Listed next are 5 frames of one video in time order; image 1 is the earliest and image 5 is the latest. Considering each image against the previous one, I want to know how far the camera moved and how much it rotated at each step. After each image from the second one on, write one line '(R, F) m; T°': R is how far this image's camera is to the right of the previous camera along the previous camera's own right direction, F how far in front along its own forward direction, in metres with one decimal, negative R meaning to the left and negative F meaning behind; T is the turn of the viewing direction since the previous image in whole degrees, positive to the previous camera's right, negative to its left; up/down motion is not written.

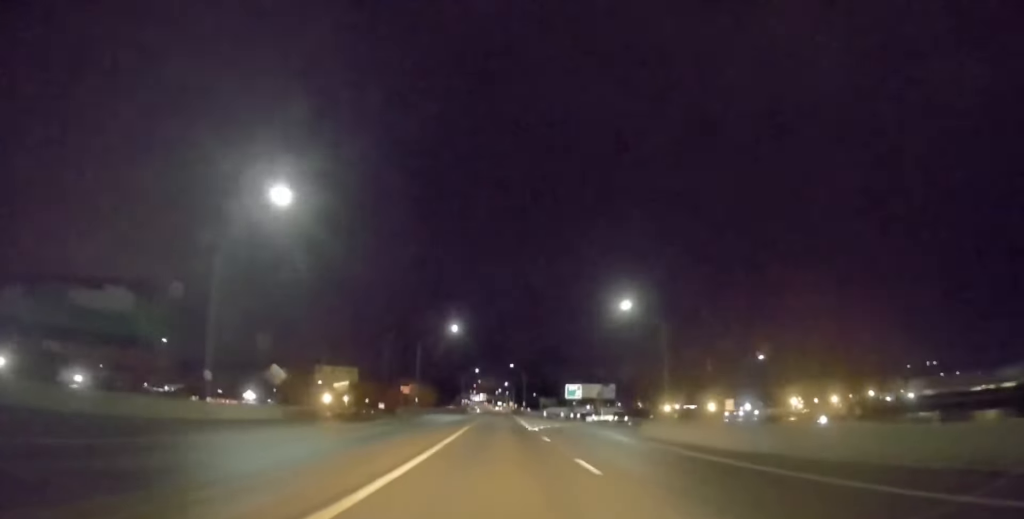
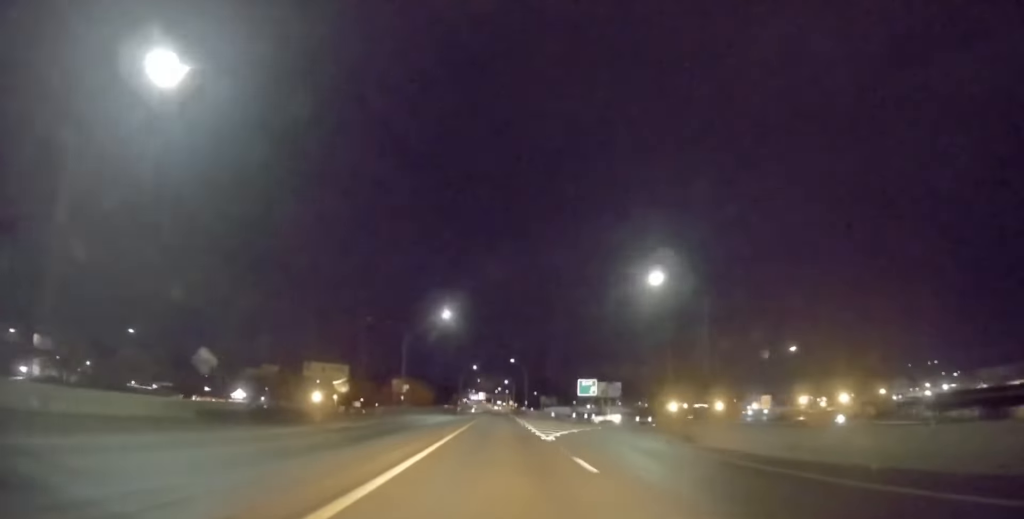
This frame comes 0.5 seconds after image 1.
(-0.1, +11.8) m; -1°
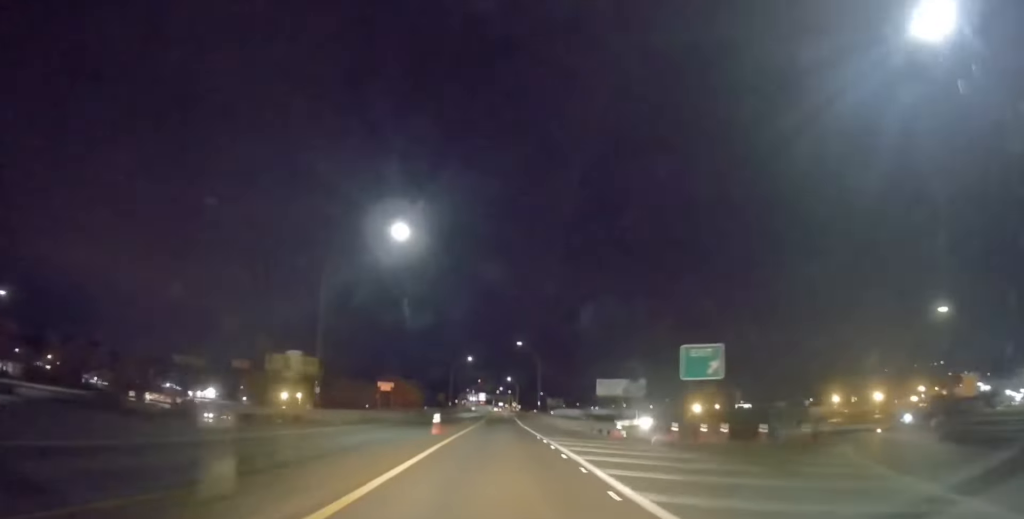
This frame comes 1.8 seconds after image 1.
(+0.1, +34.2) m; +1°
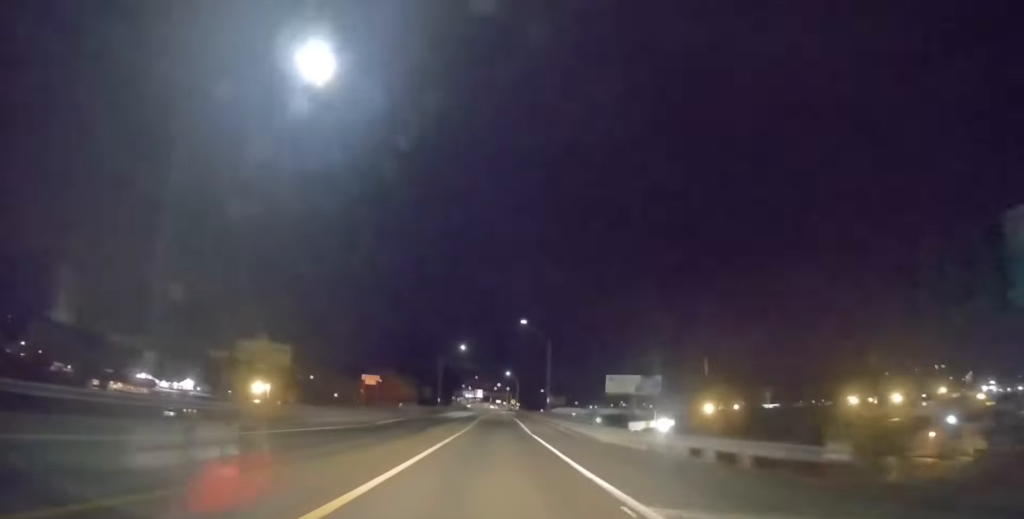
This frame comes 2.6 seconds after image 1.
(+0.3, +19.5) m; 0°
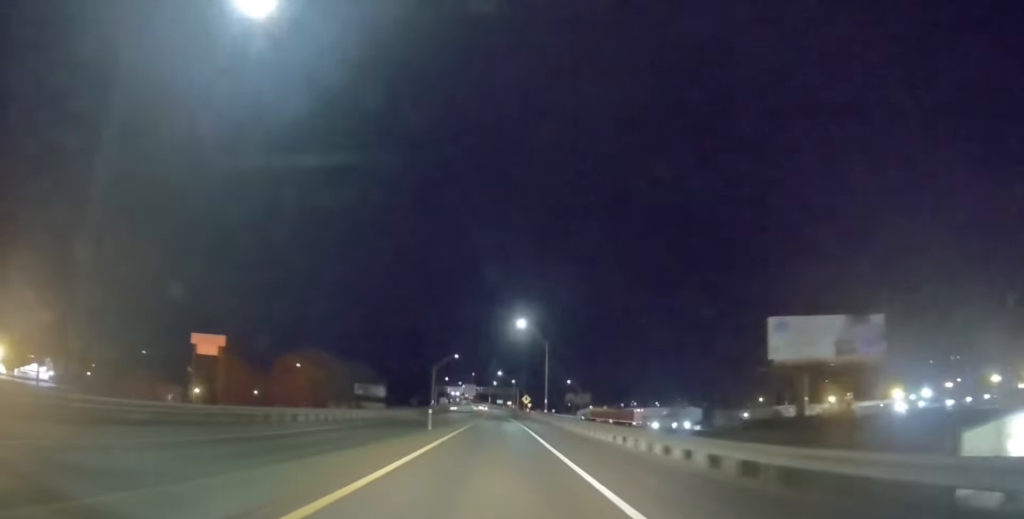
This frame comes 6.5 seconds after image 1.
(-1.8, +100.6) m; -2°
